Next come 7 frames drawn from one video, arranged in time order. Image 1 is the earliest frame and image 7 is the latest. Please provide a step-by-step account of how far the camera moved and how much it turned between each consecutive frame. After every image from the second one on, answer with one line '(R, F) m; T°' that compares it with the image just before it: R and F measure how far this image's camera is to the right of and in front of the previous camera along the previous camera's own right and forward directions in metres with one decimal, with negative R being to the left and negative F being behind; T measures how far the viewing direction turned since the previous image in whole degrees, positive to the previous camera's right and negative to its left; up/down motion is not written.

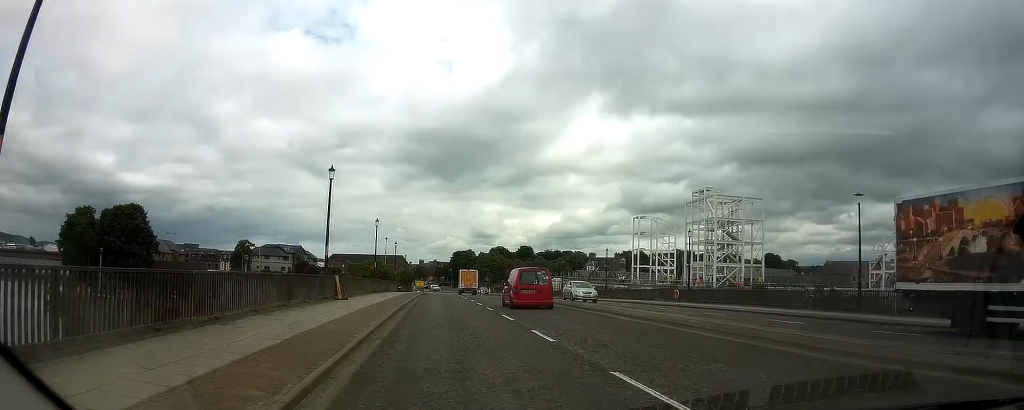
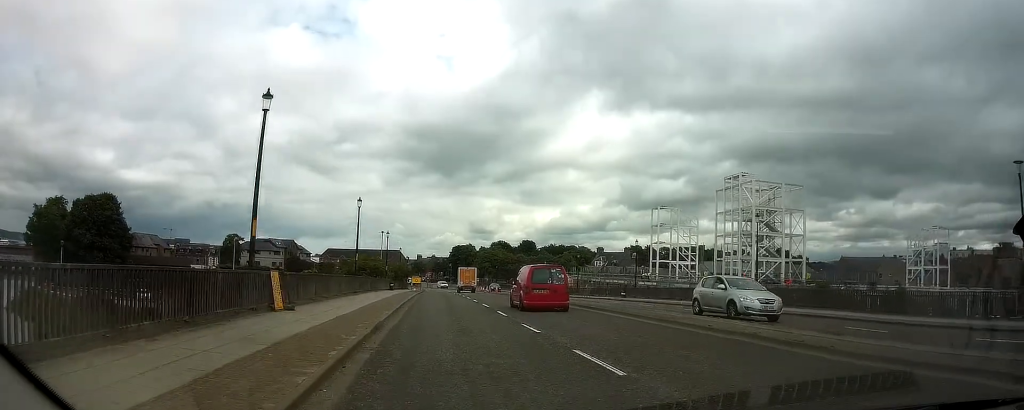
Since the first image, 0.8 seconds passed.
(+0.7, +10.4) m; -2°
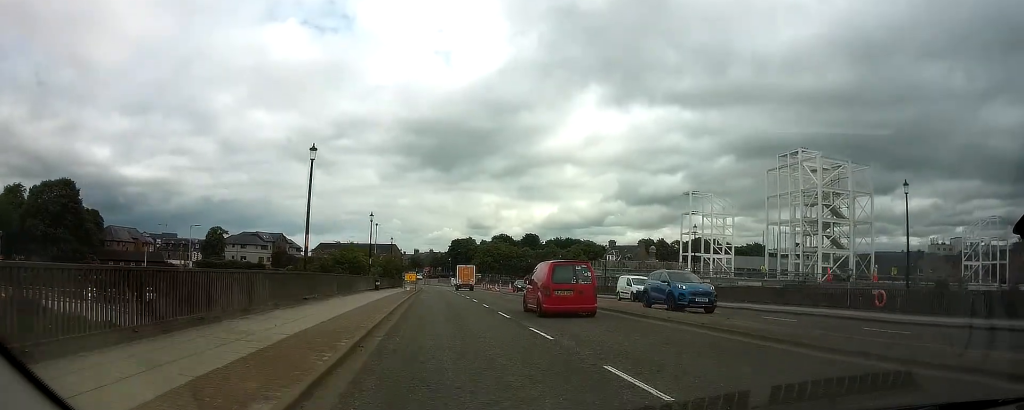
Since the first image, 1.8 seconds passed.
(-1.7, +13.9) m; -1°
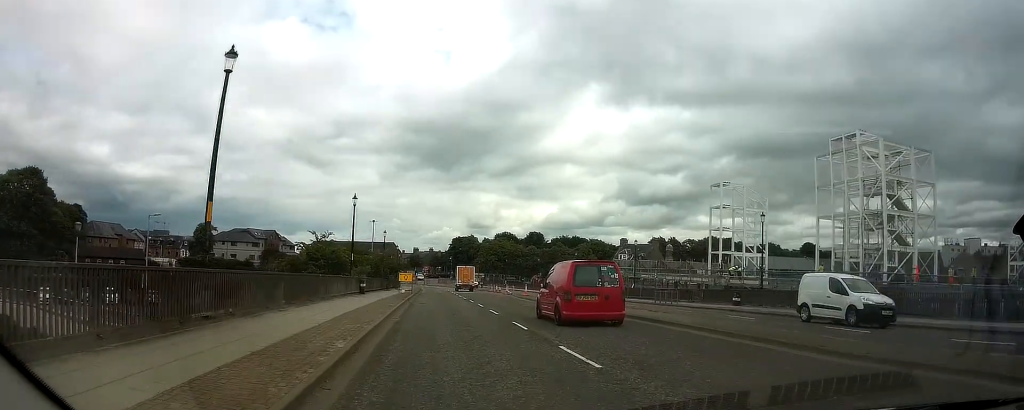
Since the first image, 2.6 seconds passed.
(+1.0, +10.0) m; +6°
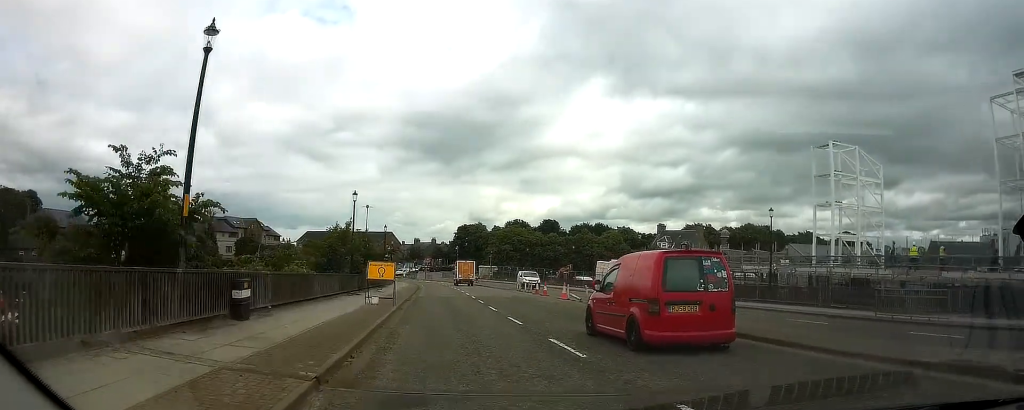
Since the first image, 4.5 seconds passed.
(+2.9, +22.8) m; -3°
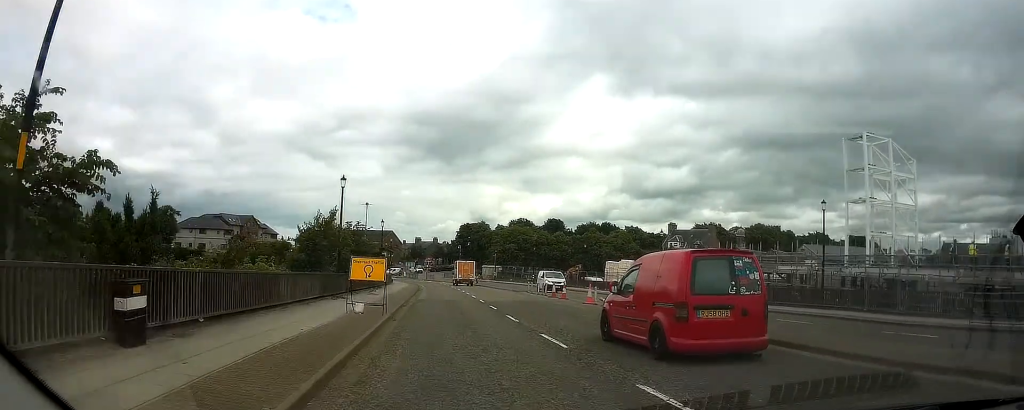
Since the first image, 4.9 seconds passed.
(-1.0, +4.8) m; -4°
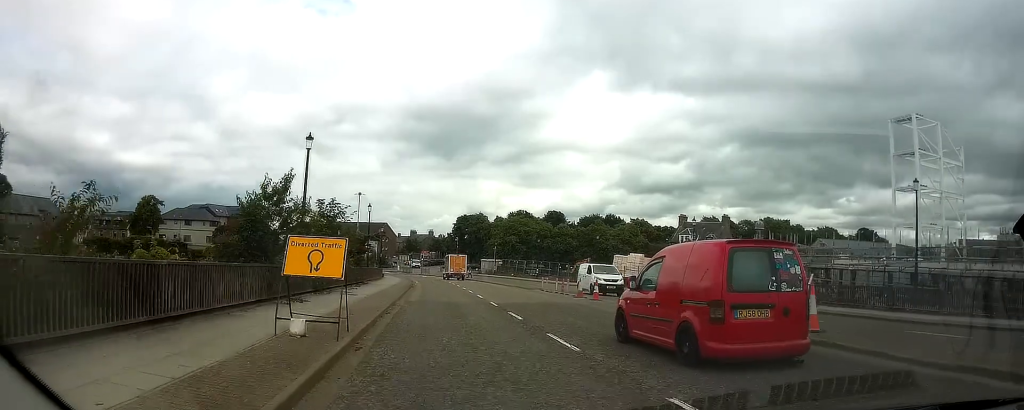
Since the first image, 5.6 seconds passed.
(-2.4, +7.3) m; -4°
